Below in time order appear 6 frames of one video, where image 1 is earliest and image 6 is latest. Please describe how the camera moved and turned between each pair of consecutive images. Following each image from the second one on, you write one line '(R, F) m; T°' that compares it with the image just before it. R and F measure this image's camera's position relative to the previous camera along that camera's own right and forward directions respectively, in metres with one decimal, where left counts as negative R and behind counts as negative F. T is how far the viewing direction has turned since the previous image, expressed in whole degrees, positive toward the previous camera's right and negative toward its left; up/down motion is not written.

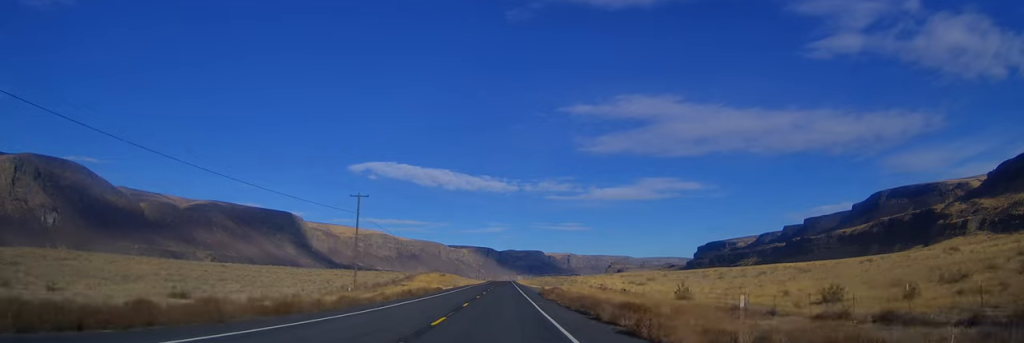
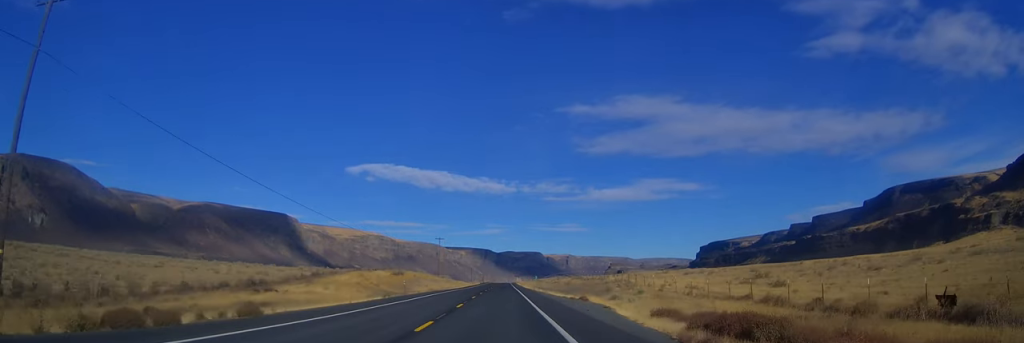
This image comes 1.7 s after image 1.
(+1.4, +51.2) m; 0°
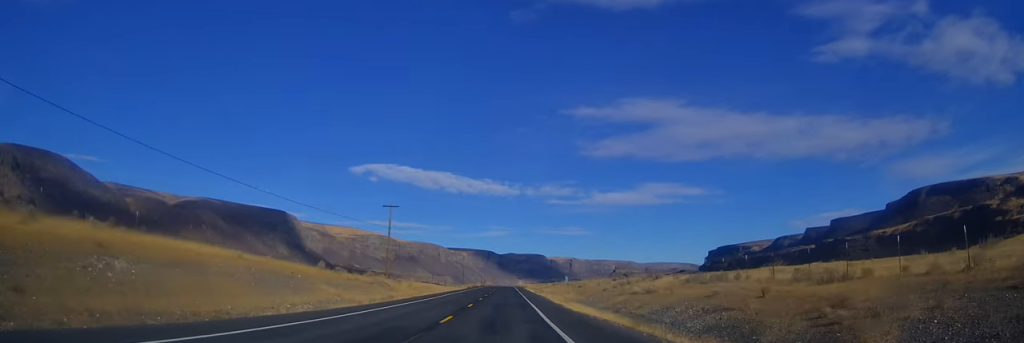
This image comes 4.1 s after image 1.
(0.0, +68.7) m; +1°
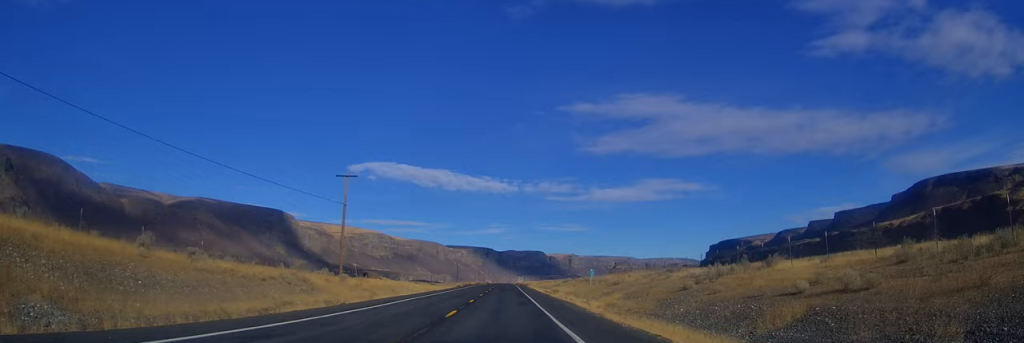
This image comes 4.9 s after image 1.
(-0.6, +23.5) m; -2°
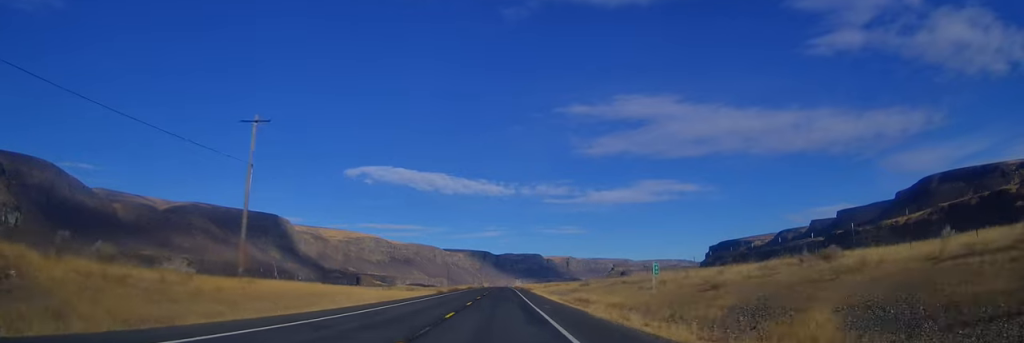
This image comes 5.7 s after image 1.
(-0.3, +23.4) m; 0°
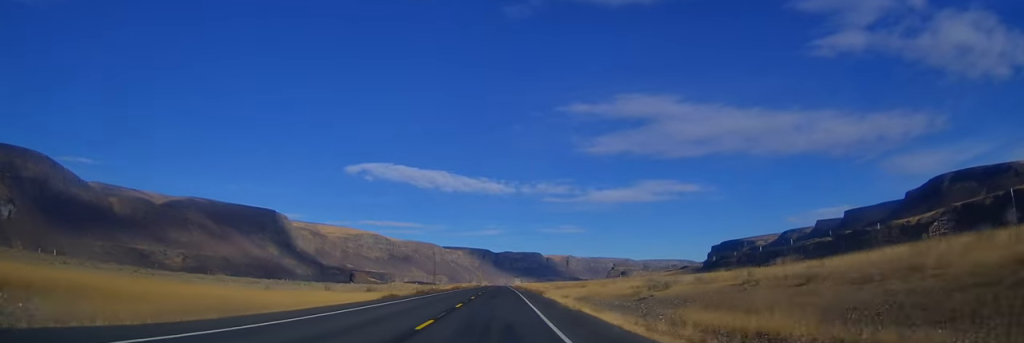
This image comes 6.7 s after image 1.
(+0.4, +30.3) m; +1°
